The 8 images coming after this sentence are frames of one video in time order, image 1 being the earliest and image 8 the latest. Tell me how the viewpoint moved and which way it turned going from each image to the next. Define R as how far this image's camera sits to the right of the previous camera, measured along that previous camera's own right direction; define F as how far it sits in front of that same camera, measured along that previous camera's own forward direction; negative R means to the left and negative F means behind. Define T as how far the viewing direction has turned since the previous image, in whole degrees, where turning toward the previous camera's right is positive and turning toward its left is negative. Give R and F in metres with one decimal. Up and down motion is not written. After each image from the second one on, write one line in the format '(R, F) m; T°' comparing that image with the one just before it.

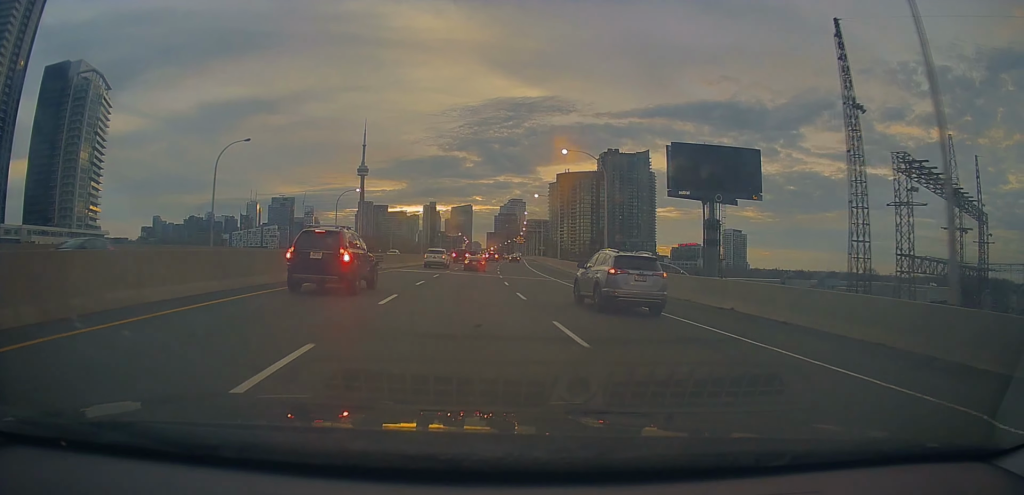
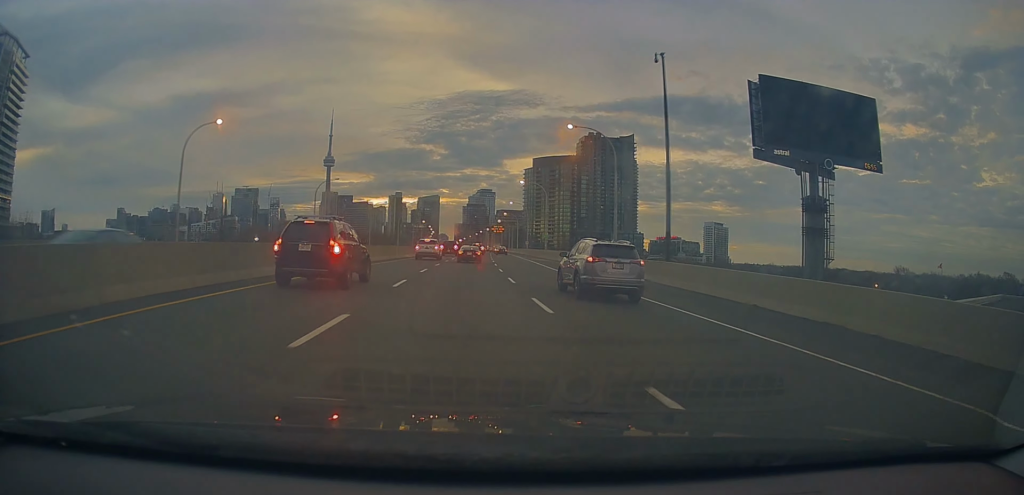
(+1.8, +42.3) m; +4°
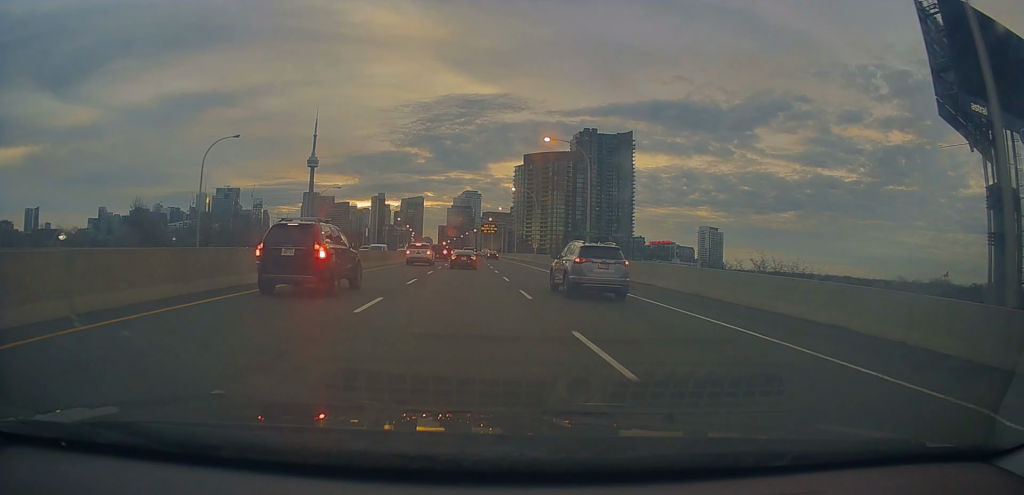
(+0.5, +32.8) m; +2°
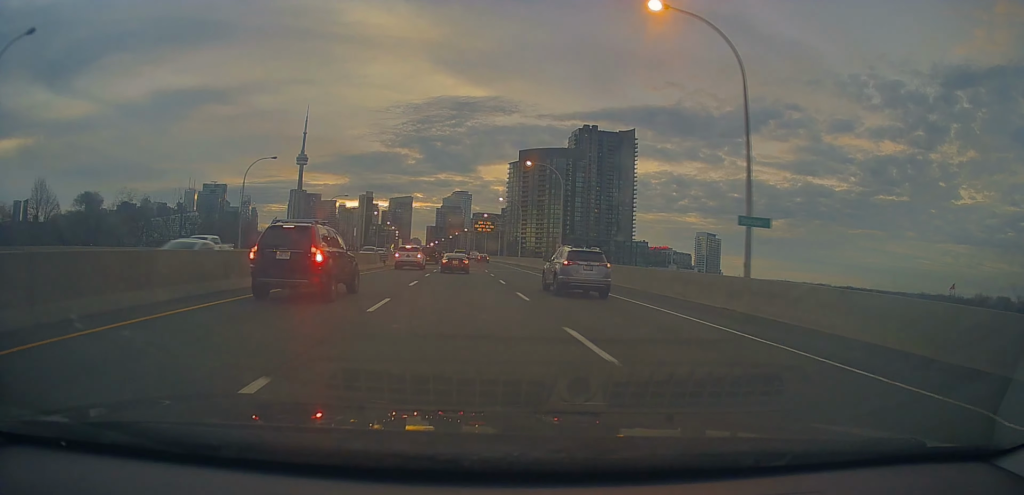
(+0.2, +27.7) m; 0°
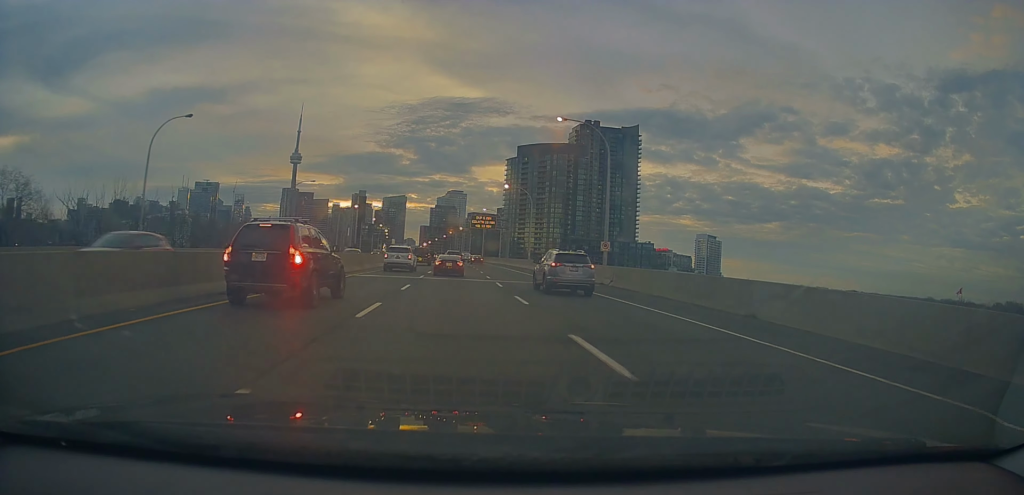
(-0.1, +19.1) m; +1°
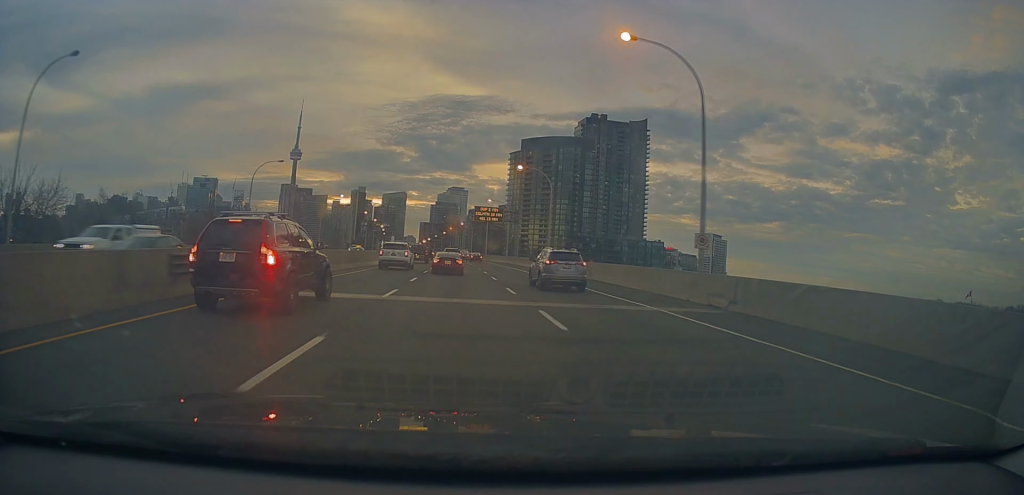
(+0.2, +14.2) m; +2°
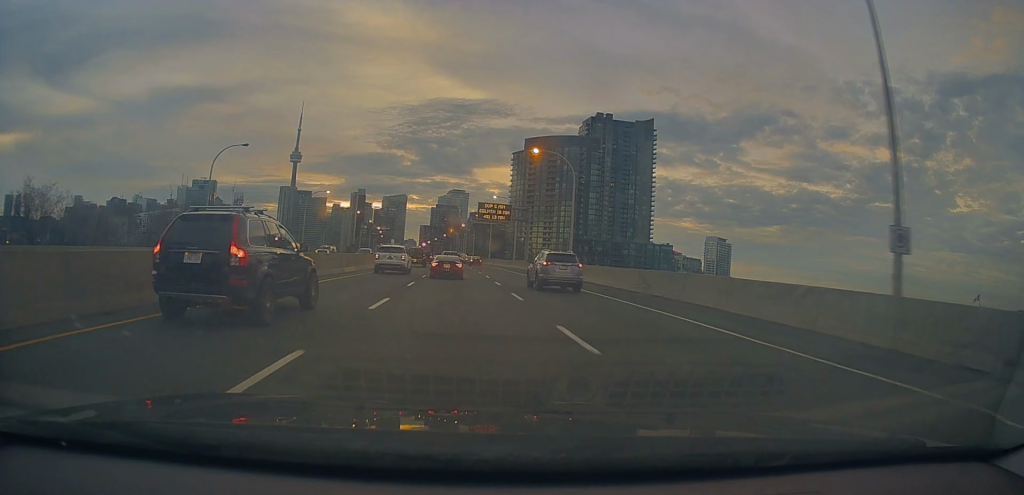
(+0.3, +10.9) m; 0°
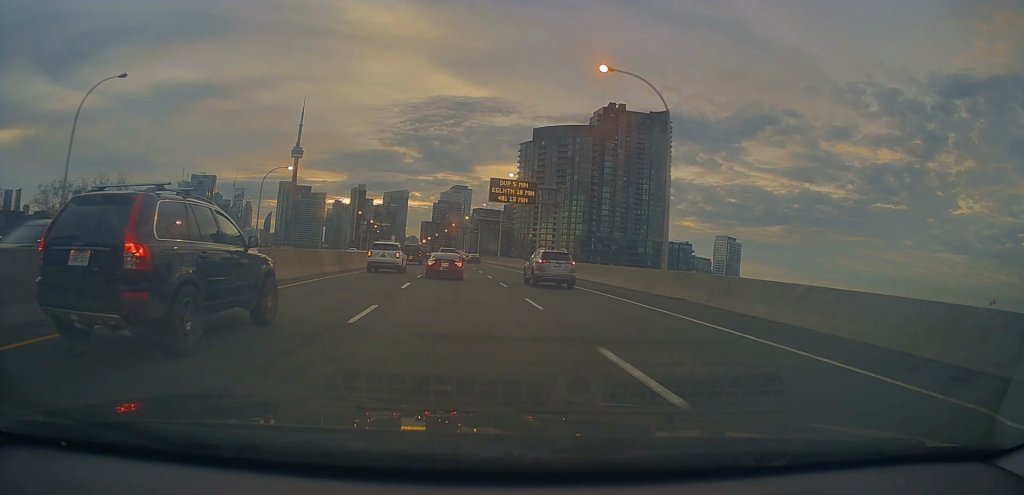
(-0.1, +20.9) m; -1°
